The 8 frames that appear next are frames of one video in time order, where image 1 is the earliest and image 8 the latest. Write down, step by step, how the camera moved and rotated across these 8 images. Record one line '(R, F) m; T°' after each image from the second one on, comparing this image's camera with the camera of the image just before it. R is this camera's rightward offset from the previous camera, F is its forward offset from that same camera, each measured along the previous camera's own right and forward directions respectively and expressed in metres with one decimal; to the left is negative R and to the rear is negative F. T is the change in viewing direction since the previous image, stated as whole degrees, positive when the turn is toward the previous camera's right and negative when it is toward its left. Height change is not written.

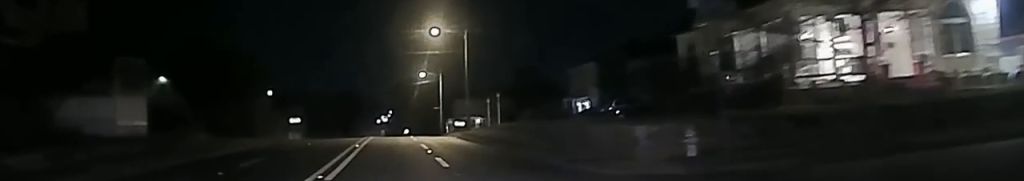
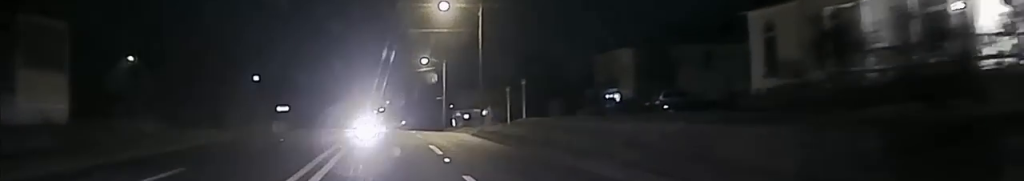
(+0.3, +9.6) m; 0°
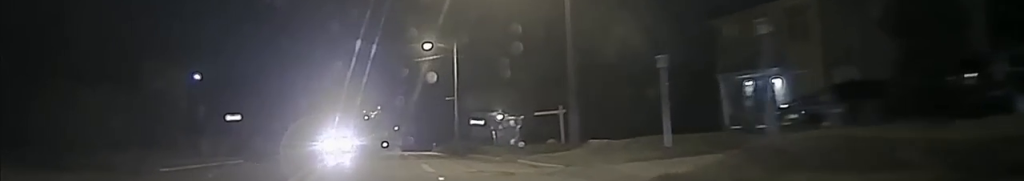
(-0.2, +27.6) m; +1°
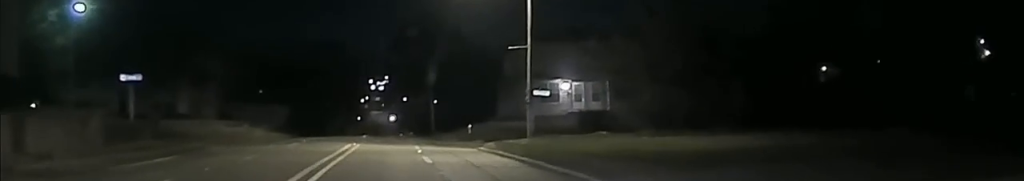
(+1.1, +33.7) m; +1°
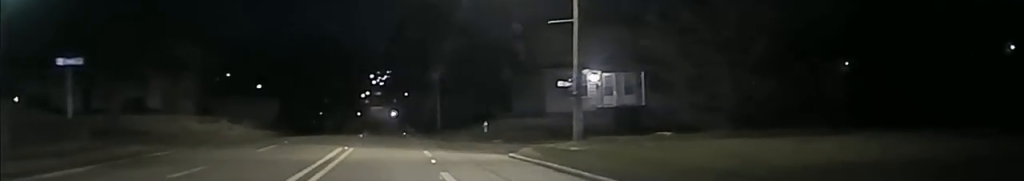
(+0.1, +9.5) m; -1°
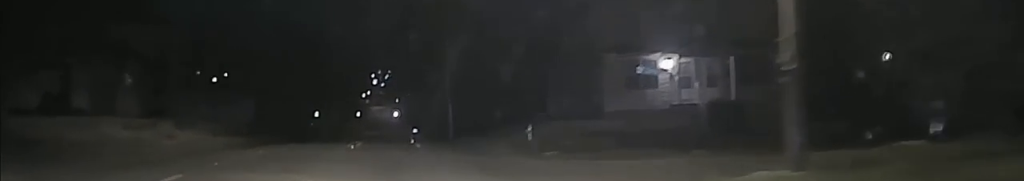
(-0.7, +16.1) m; 0°
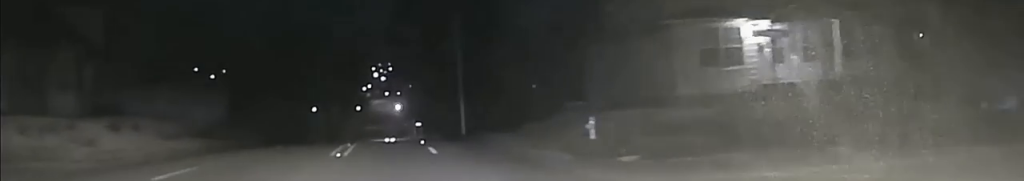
(+0.6, +10.8) m; 0°
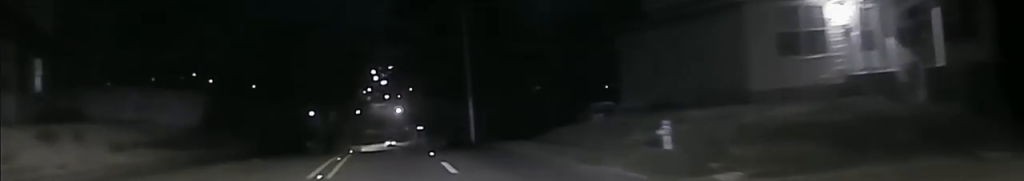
(+0.3, +7.3) m; 0°
